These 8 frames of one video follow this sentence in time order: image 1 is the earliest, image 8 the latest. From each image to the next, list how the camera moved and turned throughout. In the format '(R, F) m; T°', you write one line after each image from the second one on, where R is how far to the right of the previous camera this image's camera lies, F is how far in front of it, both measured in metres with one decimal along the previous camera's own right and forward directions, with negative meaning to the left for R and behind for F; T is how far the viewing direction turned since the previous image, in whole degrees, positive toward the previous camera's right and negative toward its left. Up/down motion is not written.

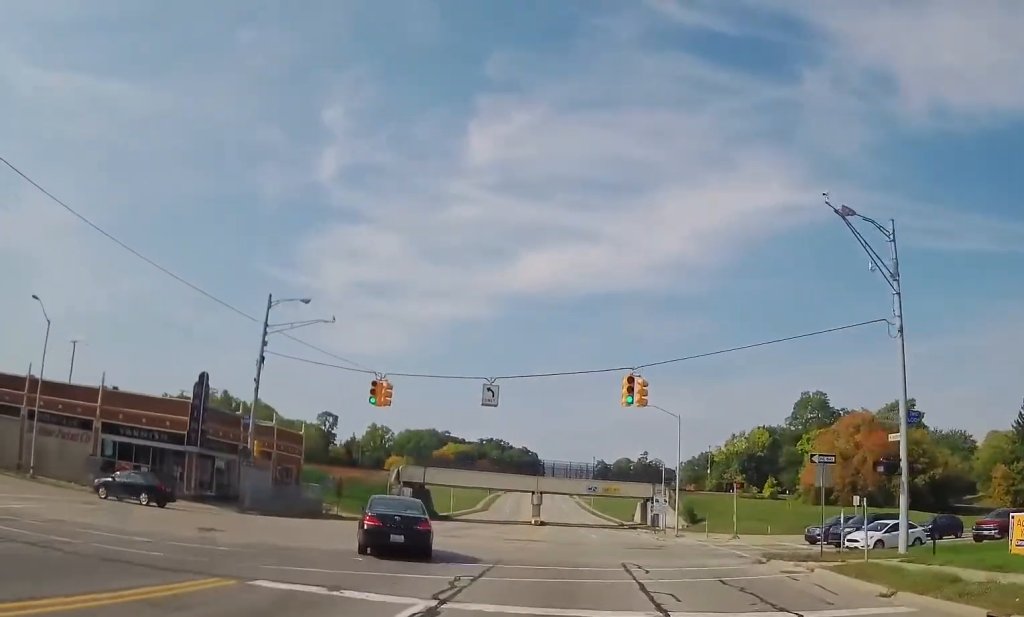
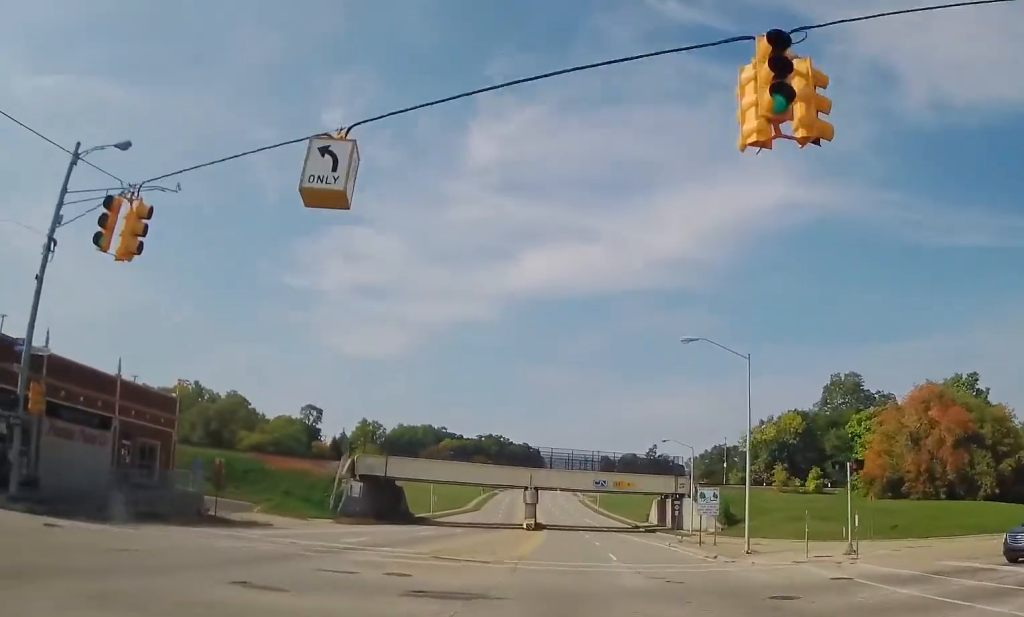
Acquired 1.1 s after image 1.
(+0.3, +20.3) m; 0°
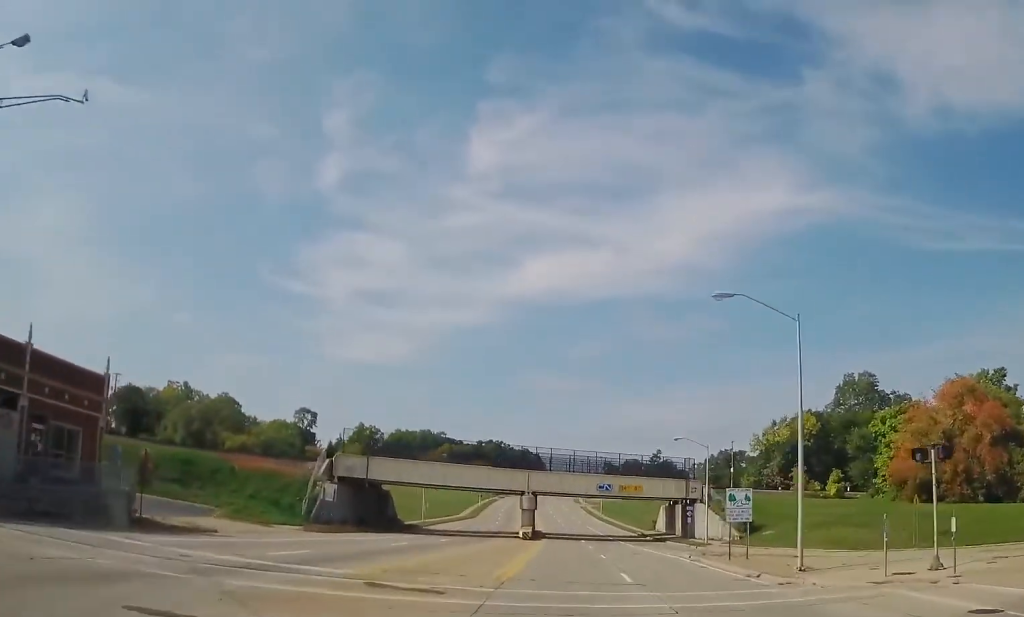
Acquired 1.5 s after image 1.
(-0.1, +7.2) m; 0°
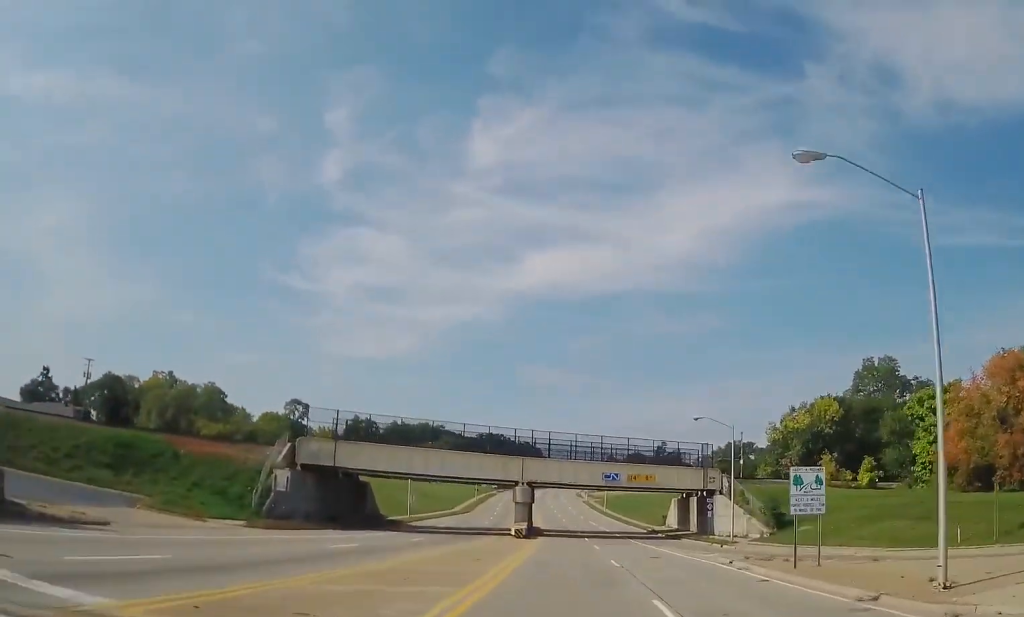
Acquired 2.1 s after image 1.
(-0.2, +9.6) m; -1°
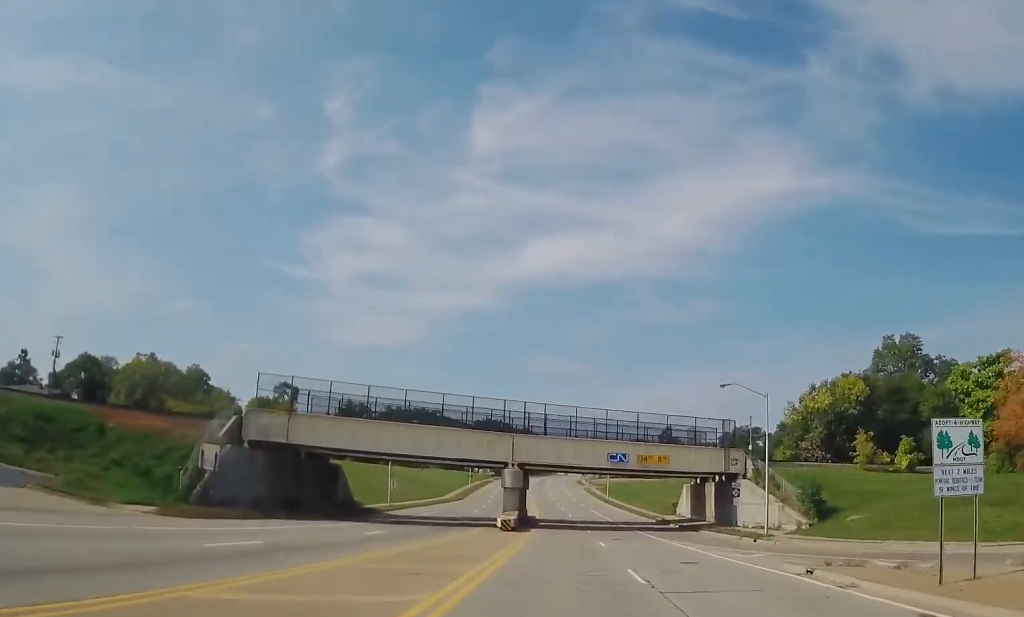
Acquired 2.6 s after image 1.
(0.0, +9.7) m; 0°
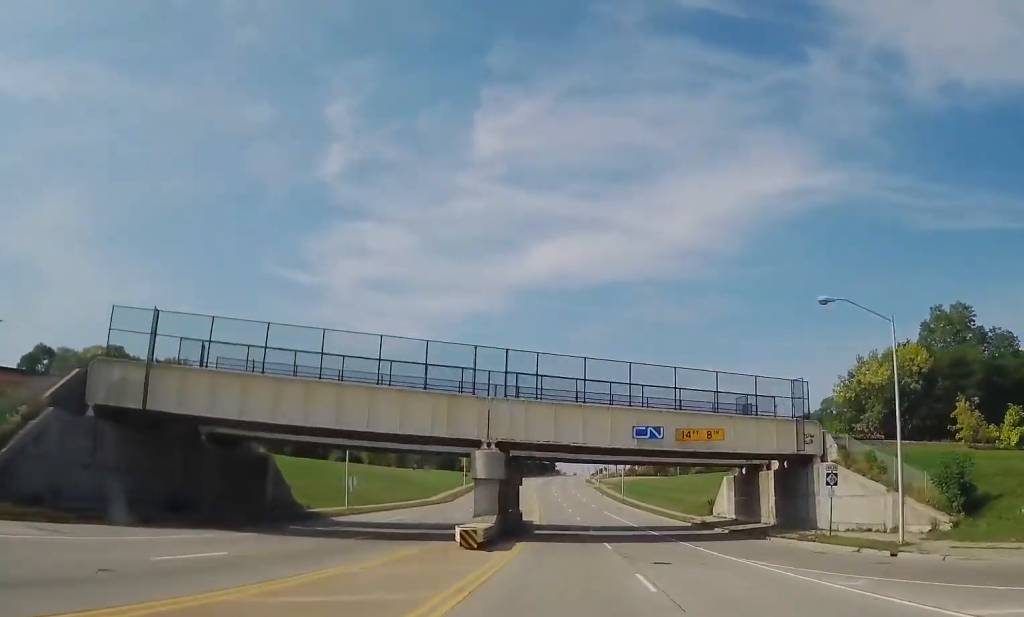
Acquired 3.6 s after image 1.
(+0.2, +17.7) m; +1°
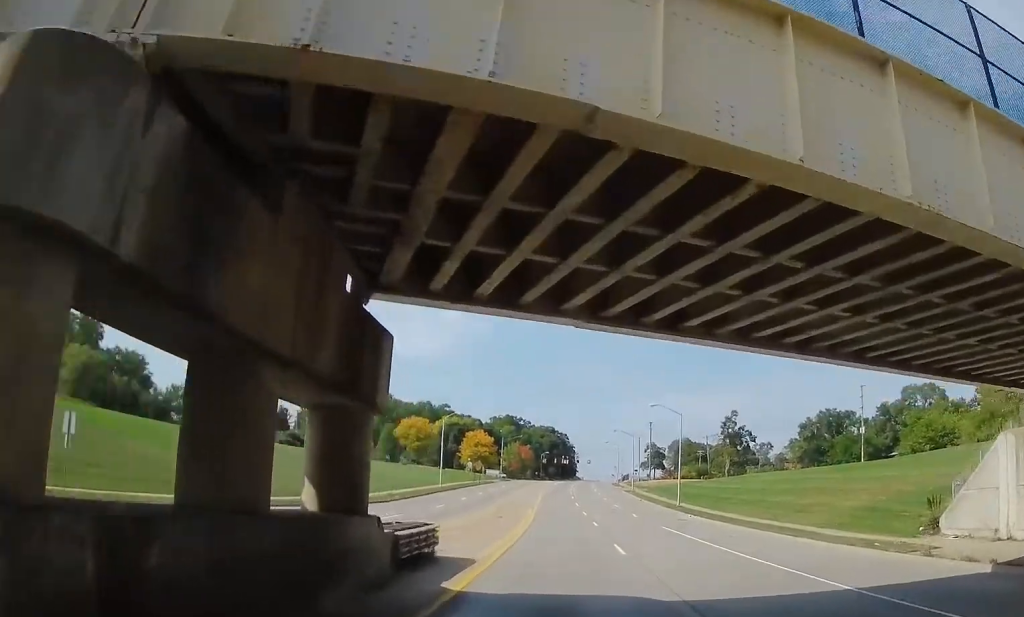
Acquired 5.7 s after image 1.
(-1.7, +39.7) m; -4°
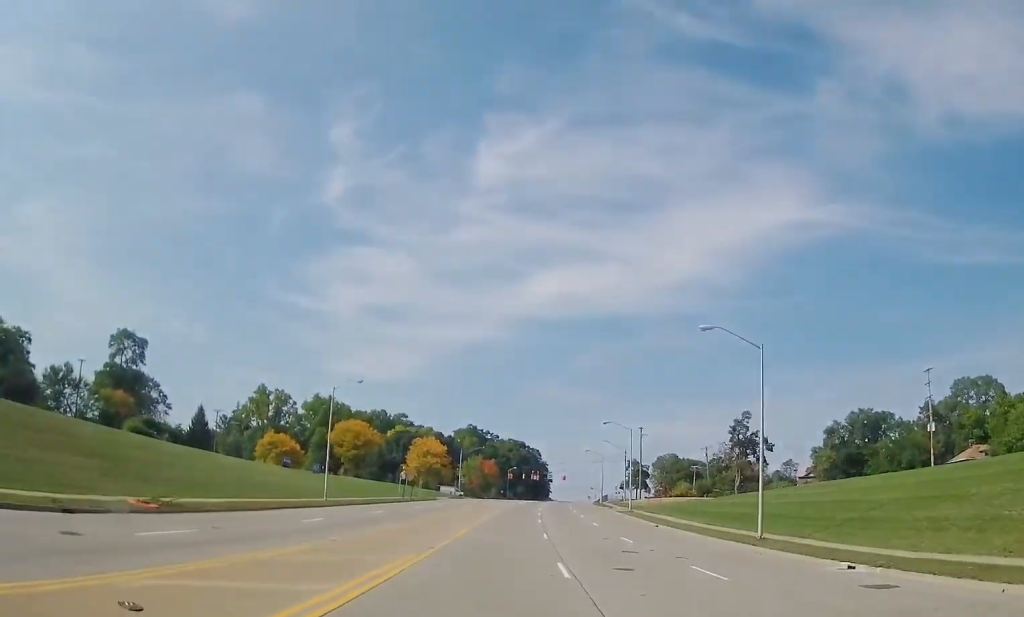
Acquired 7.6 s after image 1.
(+0.5, +34.4) m; +2°
